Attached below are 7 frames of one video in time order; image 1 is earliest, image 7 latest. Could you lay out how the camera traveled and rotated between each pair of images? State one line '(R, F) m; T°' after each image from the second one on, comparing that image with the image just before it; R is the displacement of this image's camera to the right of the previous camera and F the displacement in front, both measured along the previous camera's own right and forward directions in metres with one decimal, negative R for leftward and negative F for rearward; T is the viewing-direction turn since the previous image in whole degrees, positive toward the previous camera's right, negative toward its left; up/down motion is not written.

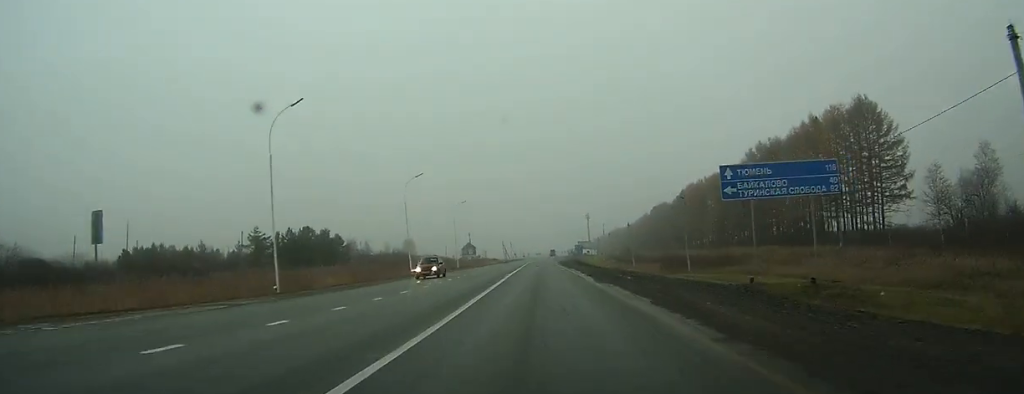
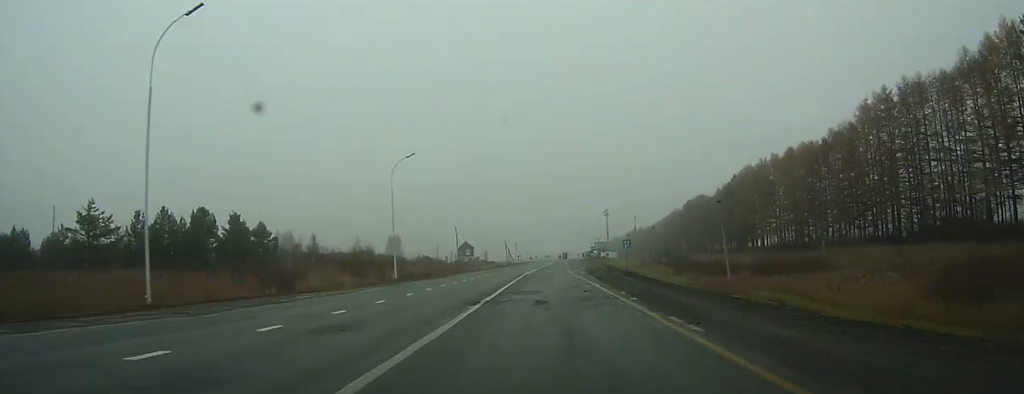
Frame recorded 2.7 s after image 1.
(-0.2, +48.7) m; -1°
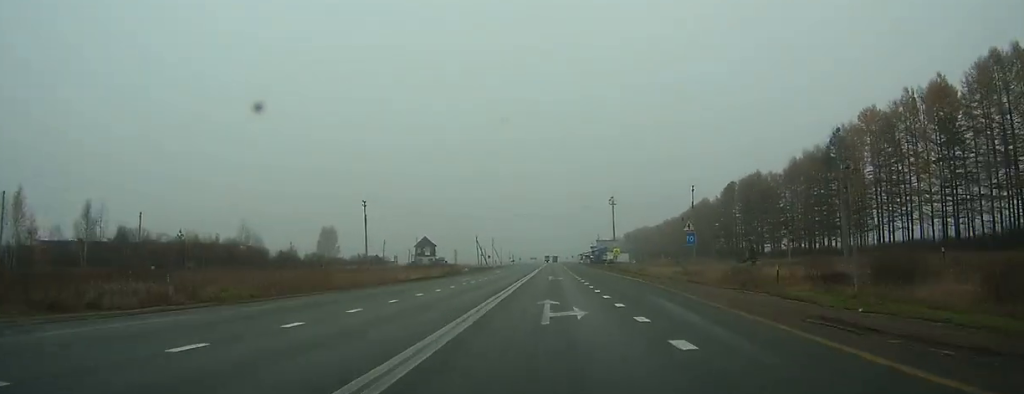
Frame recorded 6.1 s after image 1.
(0.0, +66.3) m; +1°
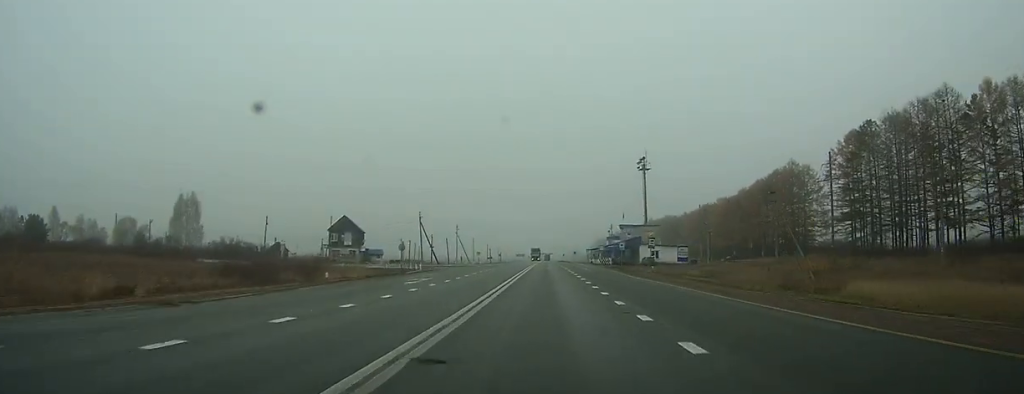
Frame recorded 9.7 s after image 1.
(+1.1, +73.5) m; +1°
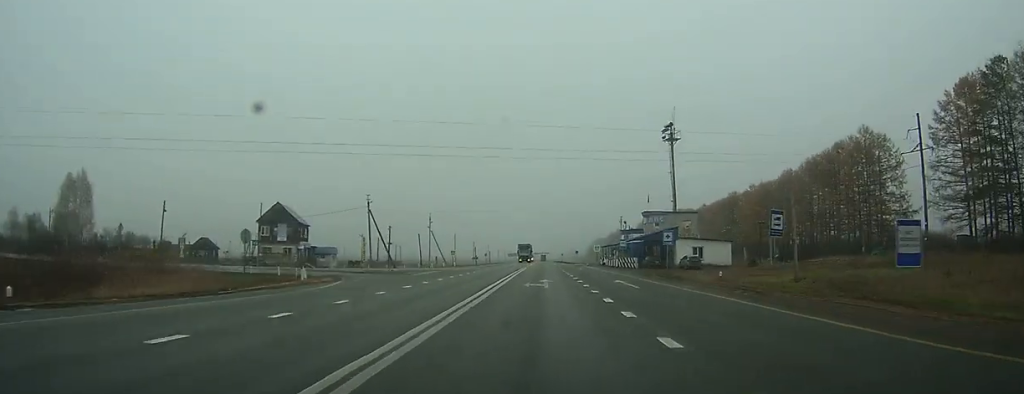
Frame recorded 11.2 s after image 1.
(0.0, +30.4) m; 0°
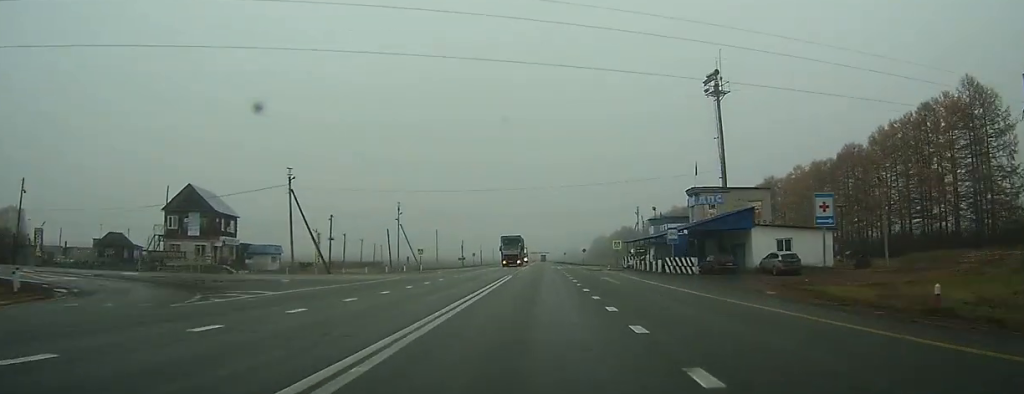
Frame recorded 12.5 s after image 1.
(0.0, +26.1) m; 0°
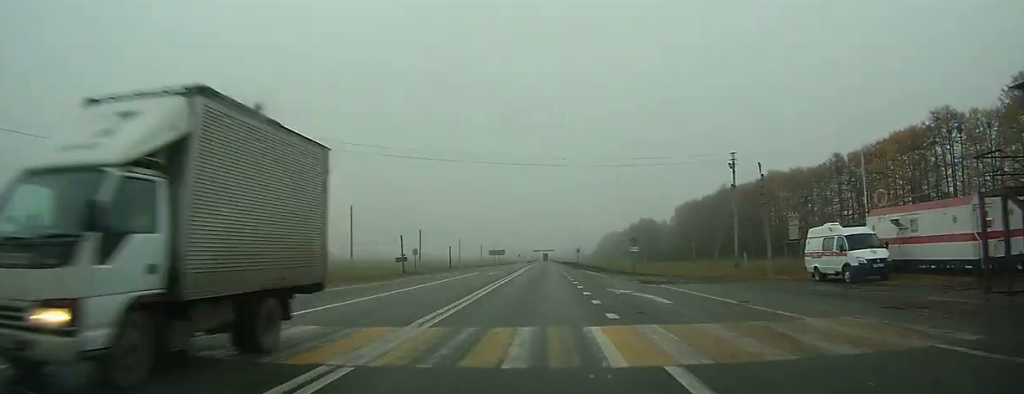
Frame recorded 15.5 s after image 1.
(+0.4, +59.5) m; 0°
